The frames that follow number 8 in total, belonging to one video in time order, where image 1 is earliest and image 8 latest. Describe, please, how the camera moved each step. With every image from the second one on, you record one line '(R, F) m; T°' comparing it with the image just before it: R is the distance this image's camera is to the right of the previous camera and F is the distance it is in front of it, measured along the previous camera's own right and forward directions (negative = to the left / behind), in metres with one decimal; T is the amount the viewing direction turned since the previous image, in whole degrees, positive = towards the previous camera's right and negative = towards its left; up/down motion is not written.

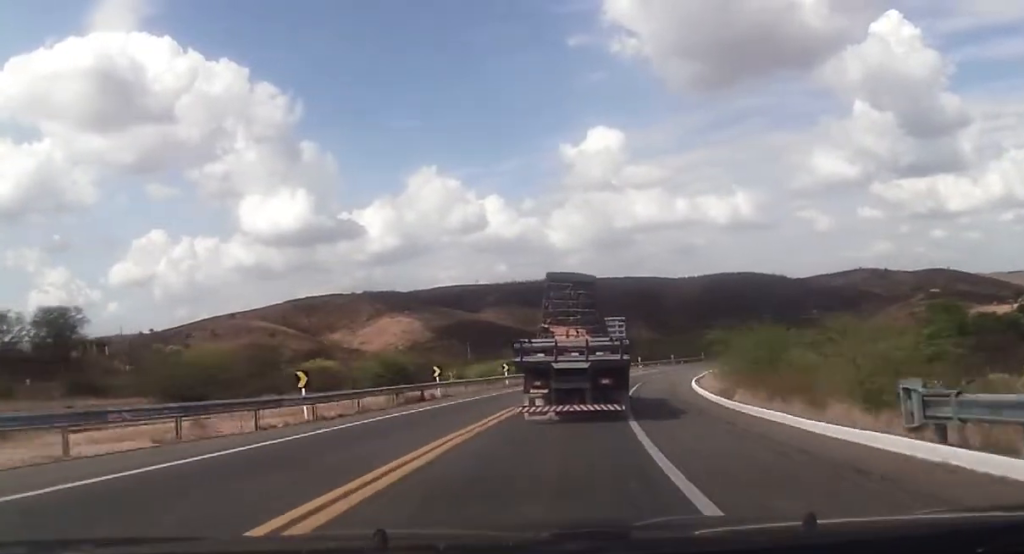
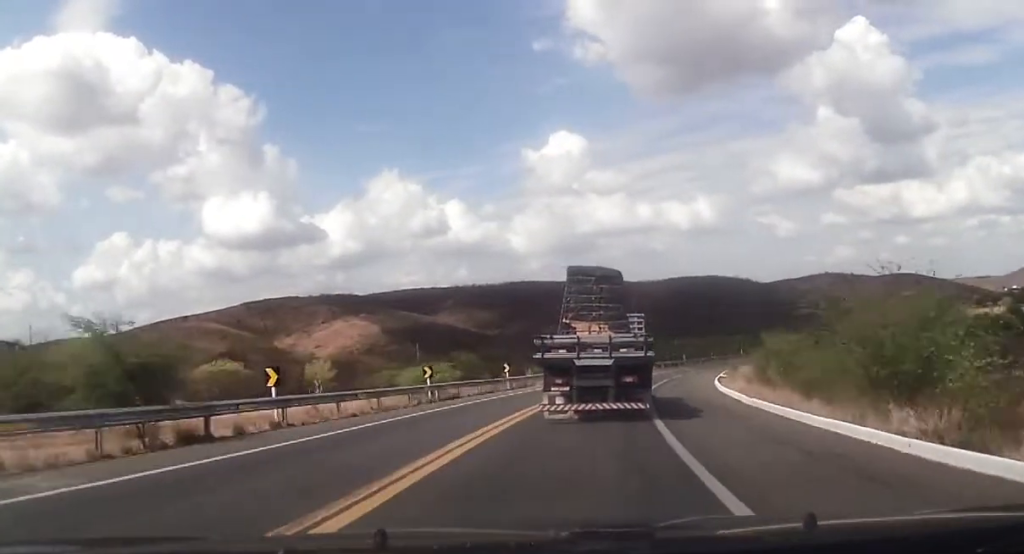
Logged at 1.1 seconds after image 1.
(+0.6, +18.9) m; +3°
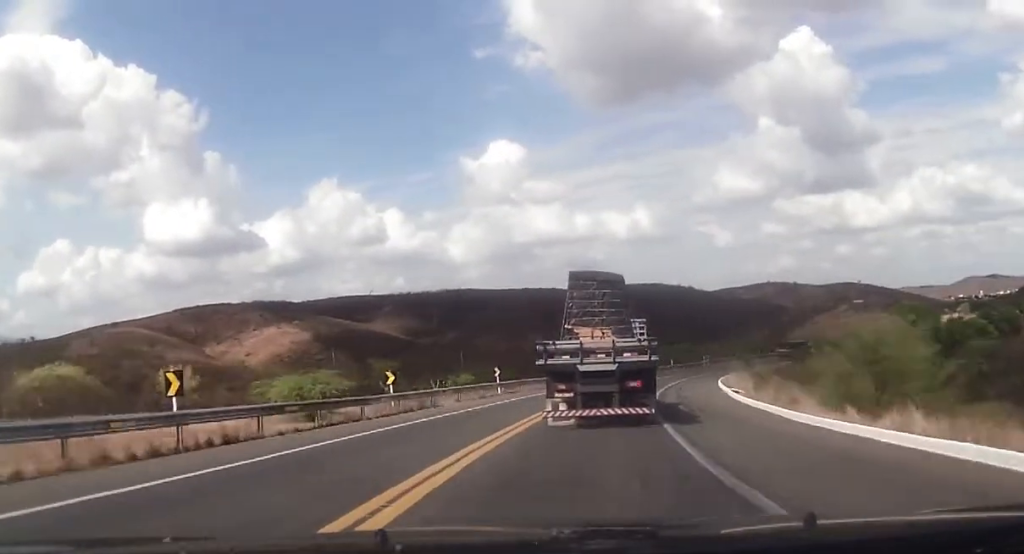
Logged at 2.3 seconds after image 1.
(+0.4, +20.2) m; +5°
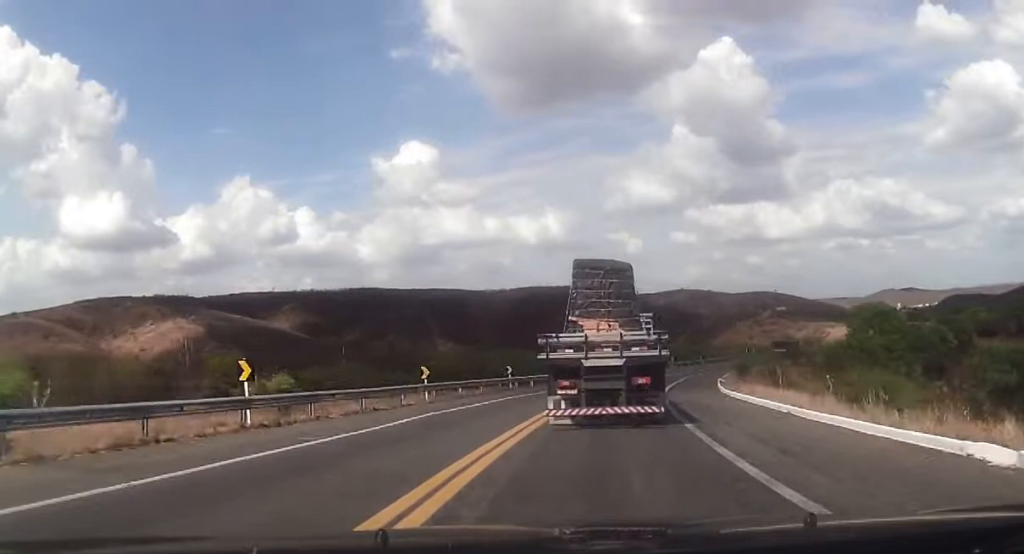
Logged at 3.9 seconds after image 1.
(+2.4, +28.5) m; +6°
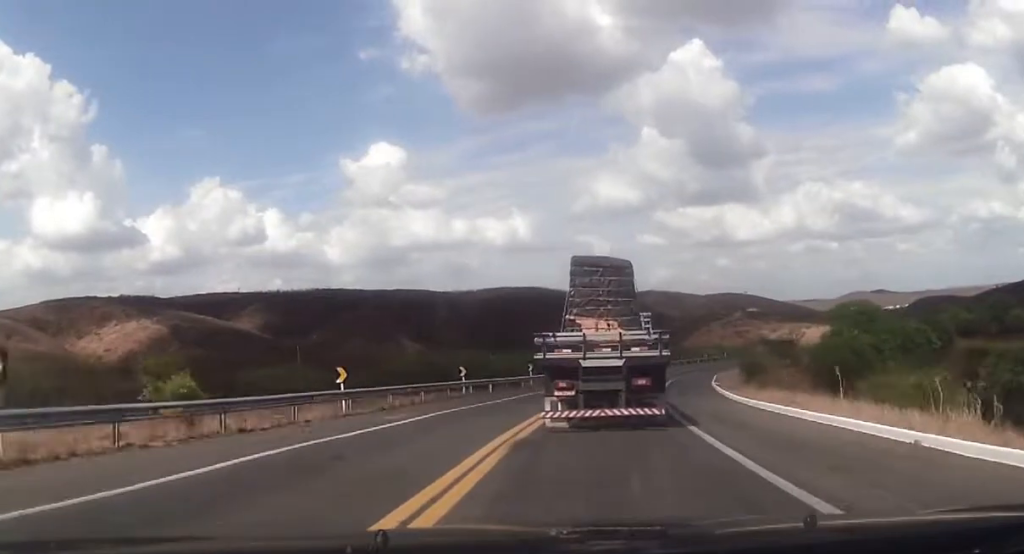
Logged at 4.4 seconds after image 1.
(0.0, +8.9) m; 0°
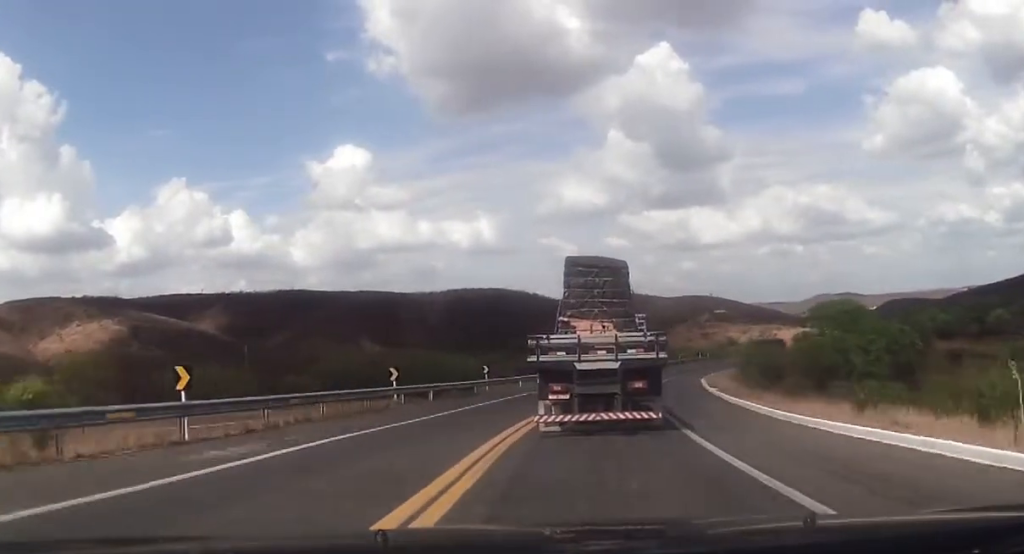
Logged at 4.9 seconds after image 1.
(0.0, +9.5) m; +2°
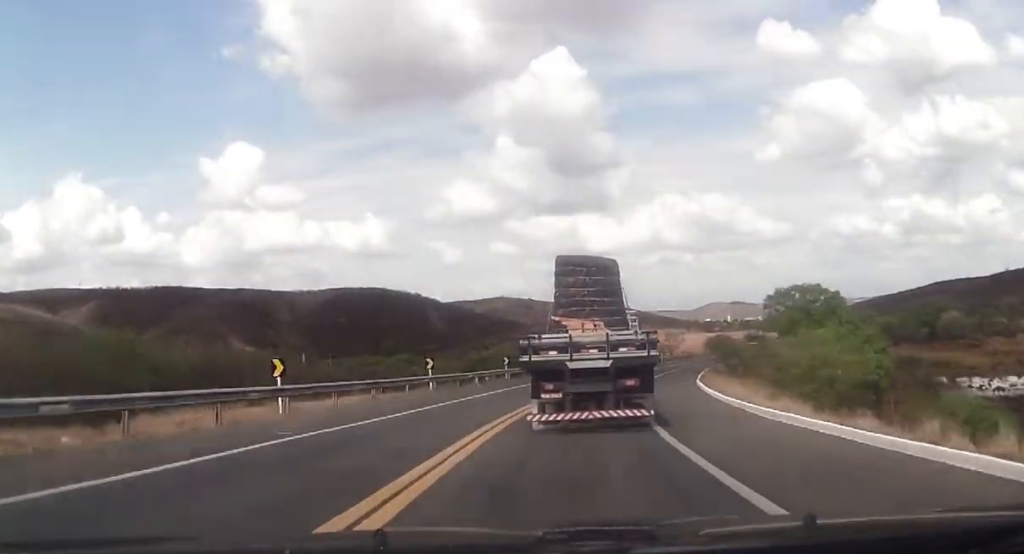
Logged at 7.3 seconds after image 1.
(+5.0, +40.2) m; +12°
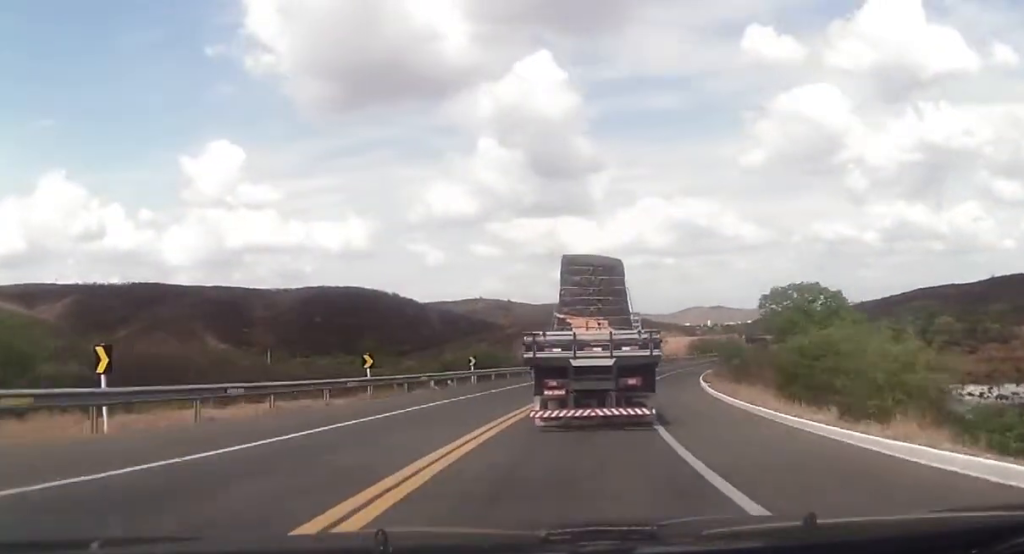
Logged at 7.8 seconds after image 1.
(+0.1, +8.7) m; +1°
